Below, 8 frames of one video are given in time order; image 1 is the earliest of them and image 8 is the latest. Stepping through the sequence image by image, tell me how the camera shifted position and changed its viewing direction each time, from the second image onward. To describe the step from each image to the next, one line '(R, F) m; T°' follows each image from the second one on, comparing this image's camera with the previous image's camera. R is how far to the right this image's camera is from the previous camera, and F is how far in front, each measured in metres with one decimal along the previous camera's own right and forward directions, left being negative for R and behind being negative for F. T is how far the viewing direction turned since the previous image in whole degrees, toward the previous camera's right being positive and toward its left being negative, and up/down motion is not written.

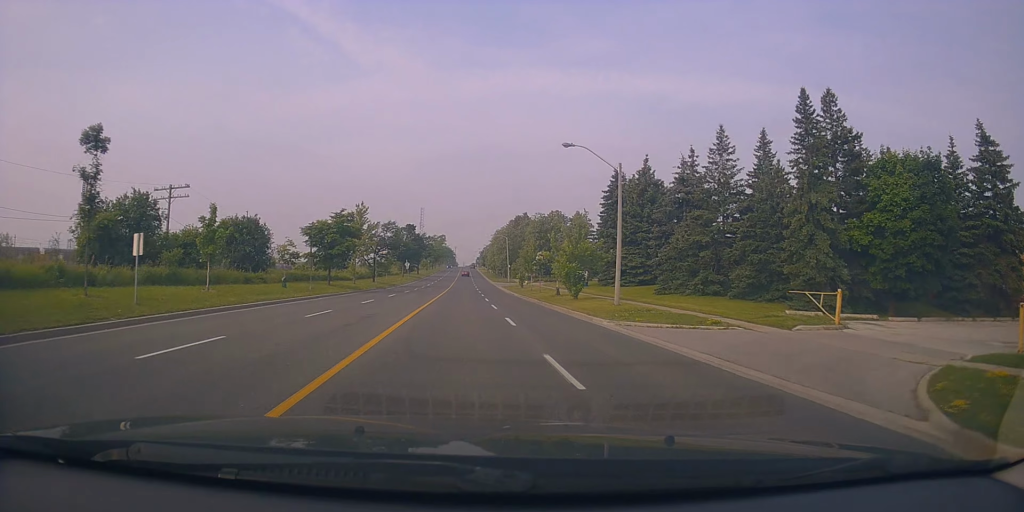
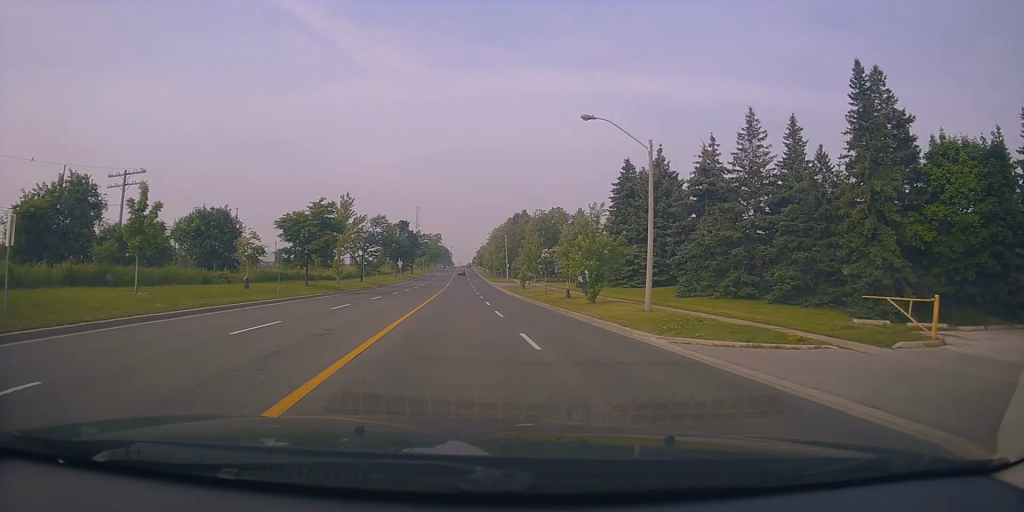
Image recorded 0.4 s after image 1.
(+0.1, +5.4) m; 0°
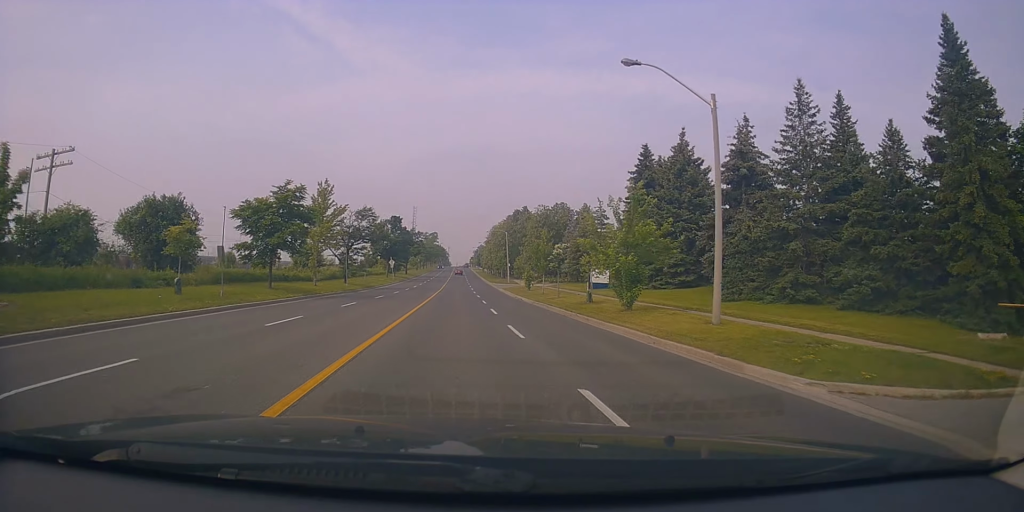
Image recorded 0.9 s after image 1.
(-0.2, +6.9) m; 0°
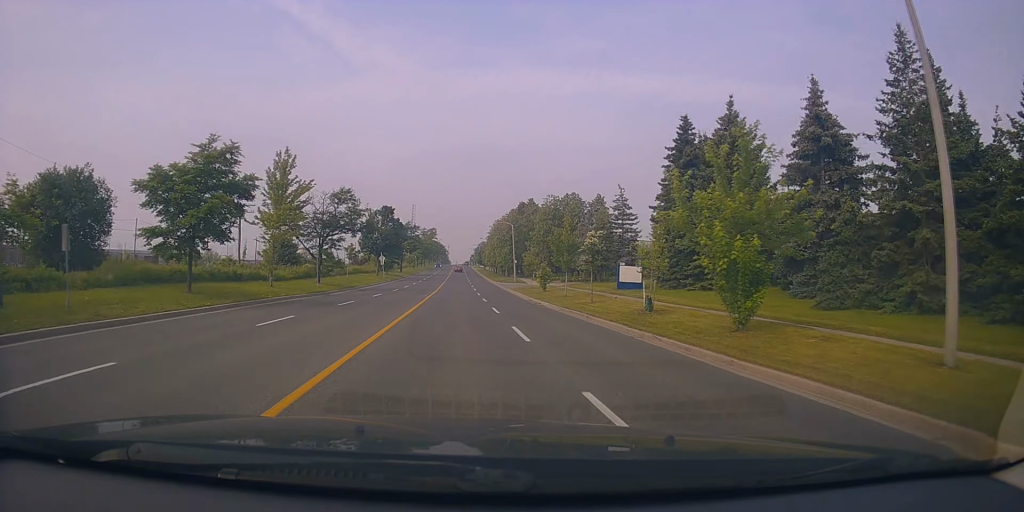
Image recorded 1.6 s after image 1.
(-0.3, +9.7) m; 0°
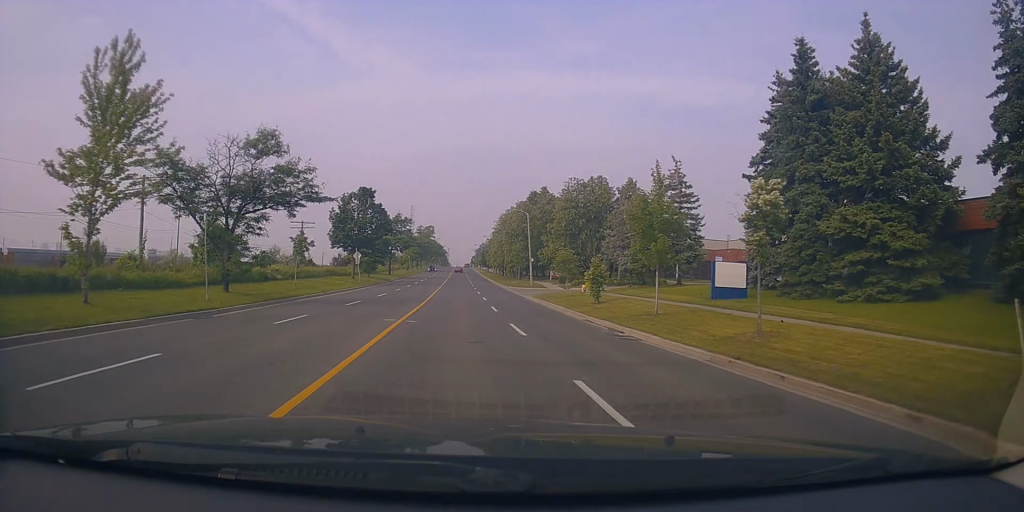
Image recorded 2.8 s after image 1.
(+0.5, +16.9) m; +1°
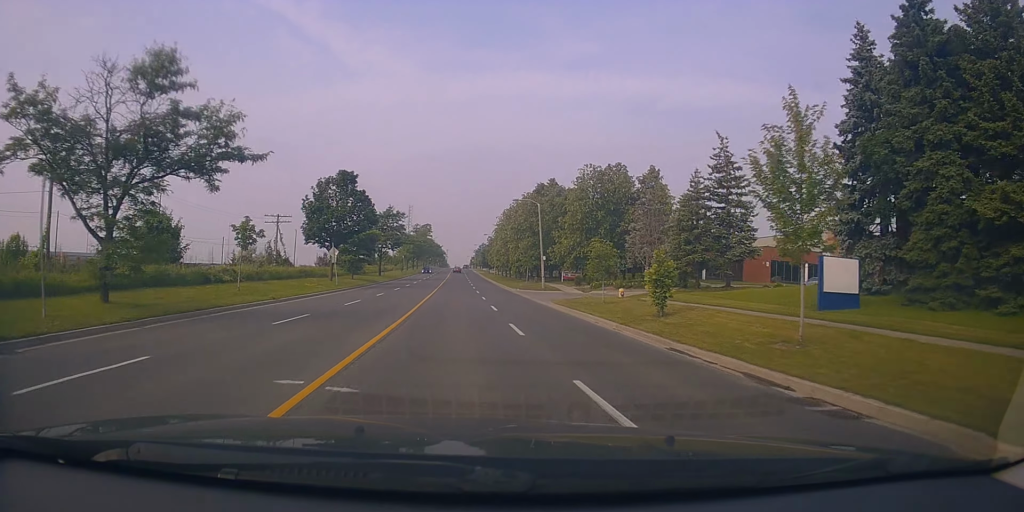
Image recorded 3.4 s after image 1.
(-0.3, +9.1) m; +1°
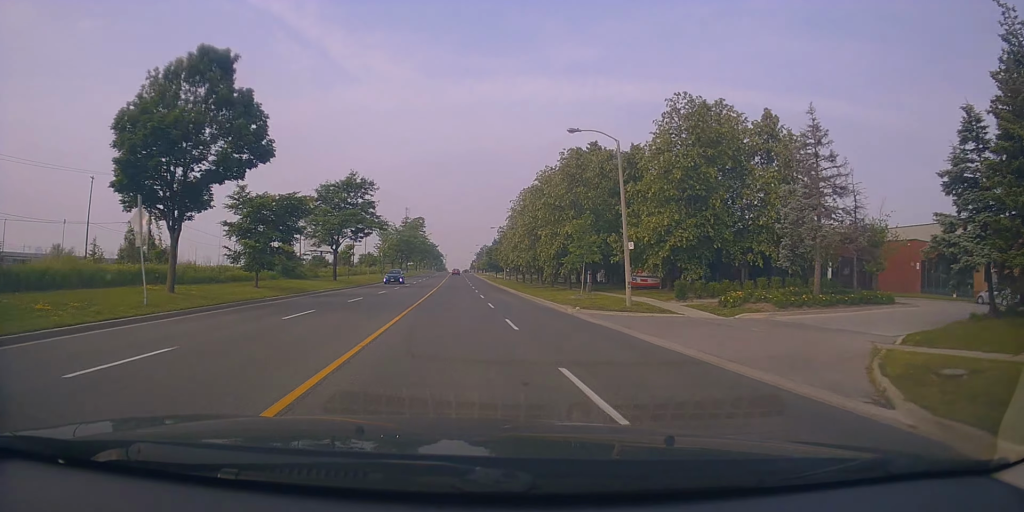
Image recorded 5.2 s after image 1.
(+0.3, +26.2) m; -1°
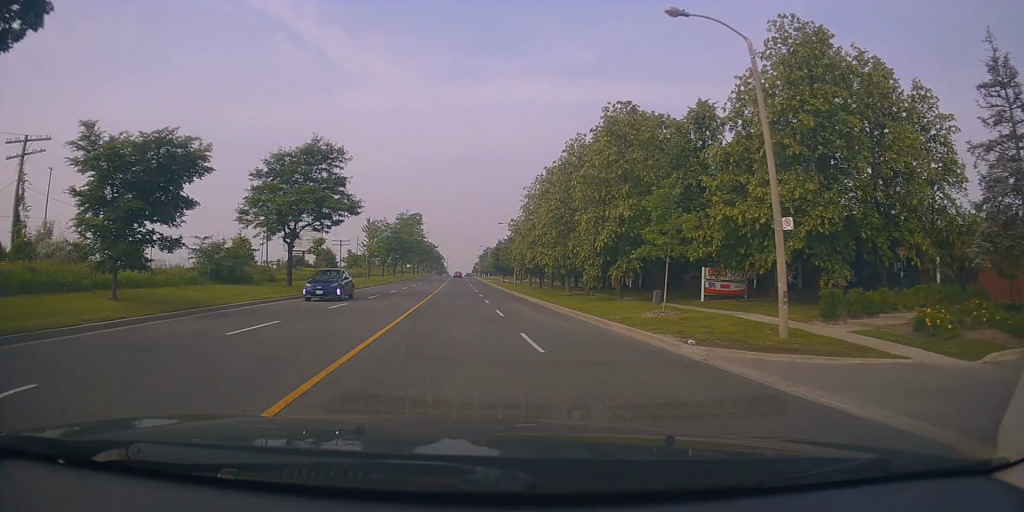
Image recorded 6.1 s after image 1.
(-0.2, +13.0) m; -1°
